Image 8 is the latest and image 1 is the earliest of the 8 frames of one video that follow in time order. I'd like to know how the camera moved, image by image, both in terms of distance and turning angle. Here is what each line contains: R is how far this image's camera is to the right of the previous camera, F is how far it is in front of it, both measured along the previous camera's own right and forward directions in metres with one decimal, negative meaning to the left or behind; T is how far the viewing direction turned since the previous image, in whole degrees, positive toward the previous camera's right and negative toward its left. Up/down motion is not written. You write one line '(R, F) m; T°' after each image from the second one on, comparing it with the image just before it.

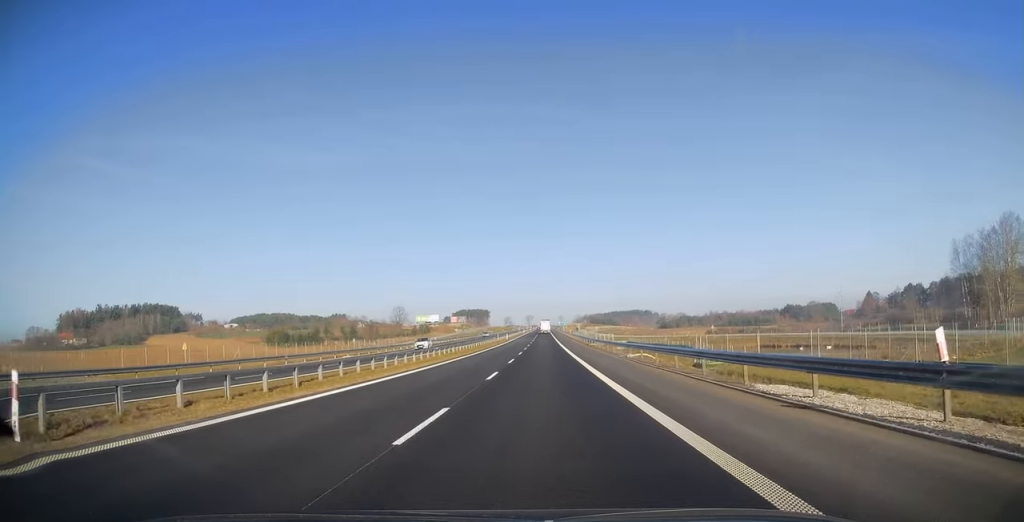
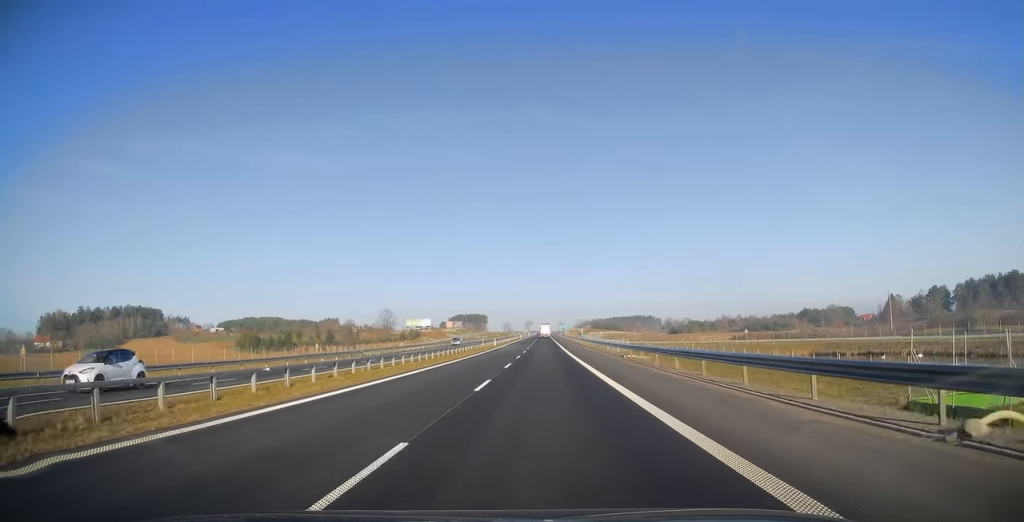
(+0.1, +27.8) m; 0°
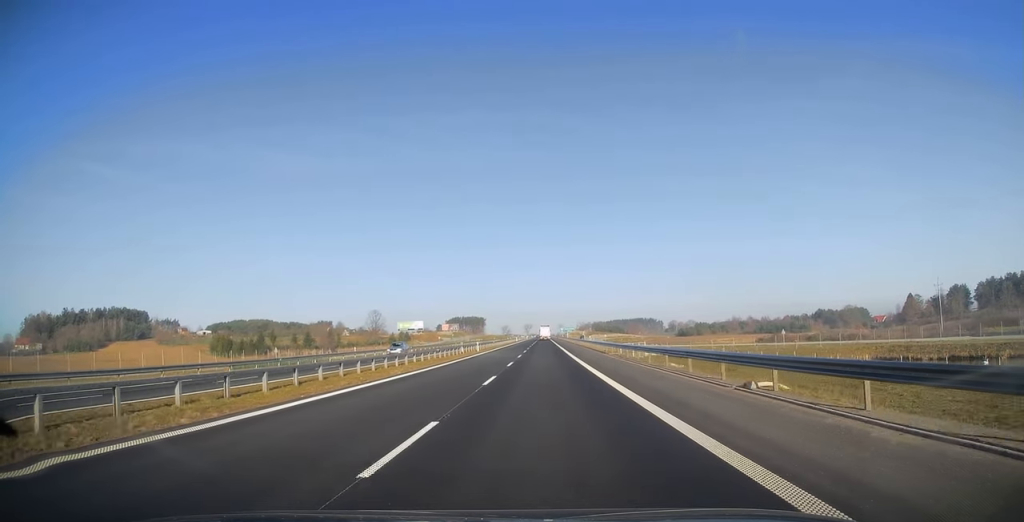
(0.0, +21.8) m; 0°
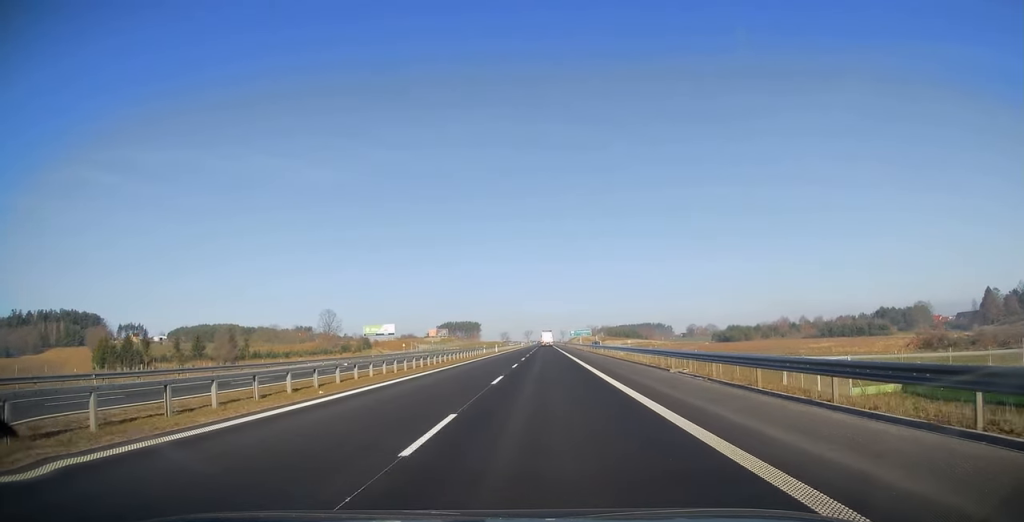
(+0.2, +70.5) m; +1°
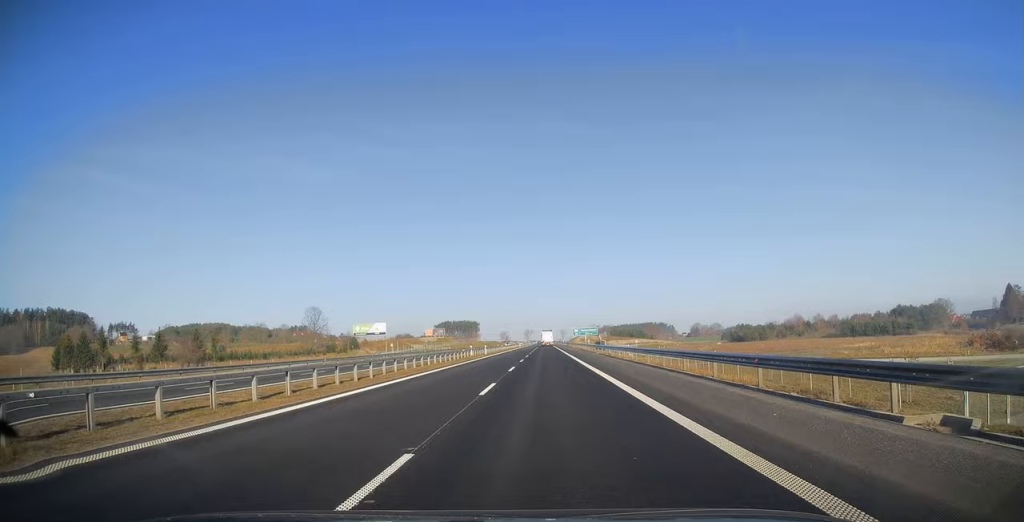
(-0.1, +15.9) m; 0°
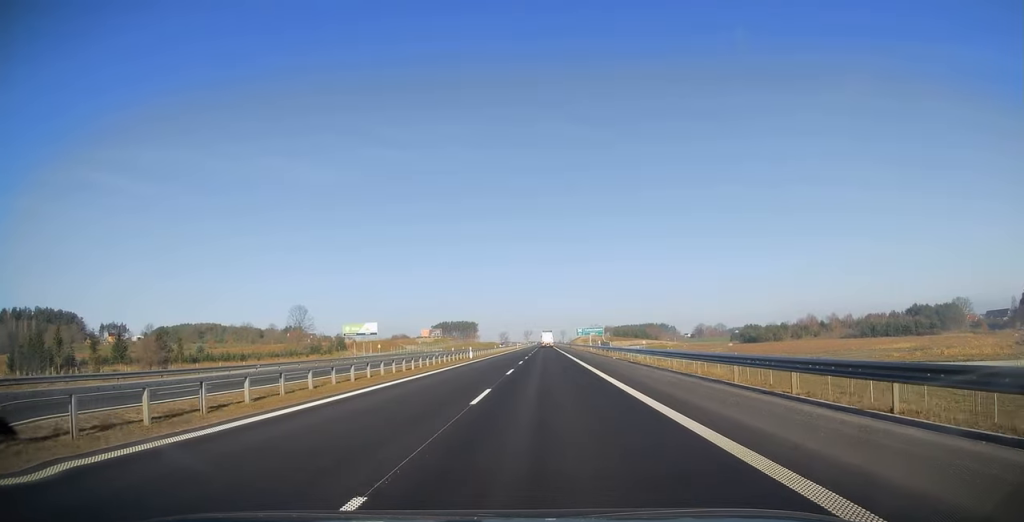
(-0.1, +14.0) m; 0°
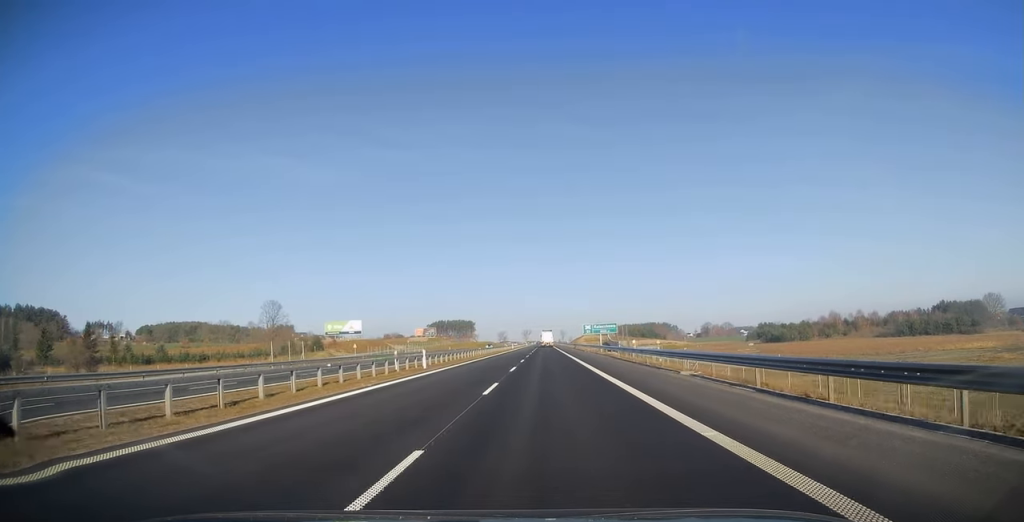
(-0.1, +21.7) m; 0°
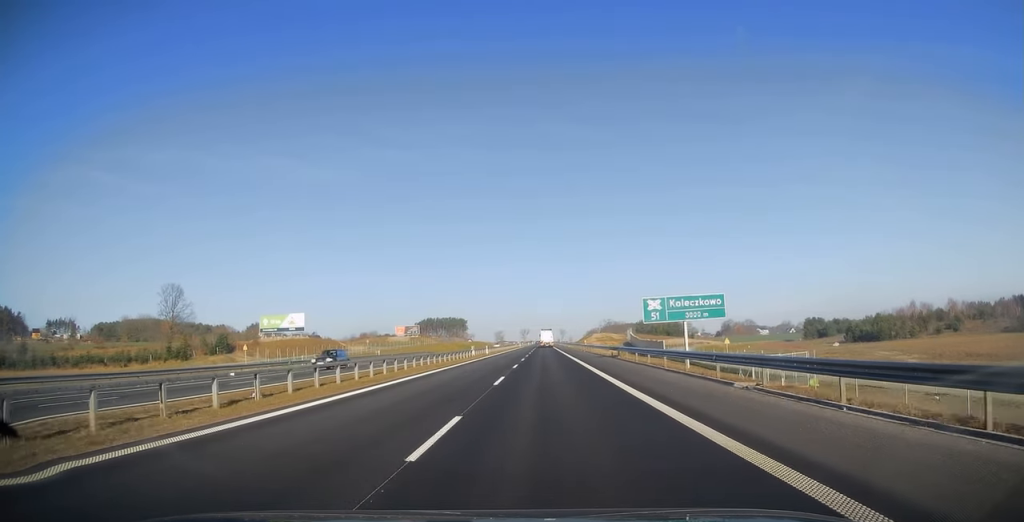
(+0.3, +56.5) m; 0°
